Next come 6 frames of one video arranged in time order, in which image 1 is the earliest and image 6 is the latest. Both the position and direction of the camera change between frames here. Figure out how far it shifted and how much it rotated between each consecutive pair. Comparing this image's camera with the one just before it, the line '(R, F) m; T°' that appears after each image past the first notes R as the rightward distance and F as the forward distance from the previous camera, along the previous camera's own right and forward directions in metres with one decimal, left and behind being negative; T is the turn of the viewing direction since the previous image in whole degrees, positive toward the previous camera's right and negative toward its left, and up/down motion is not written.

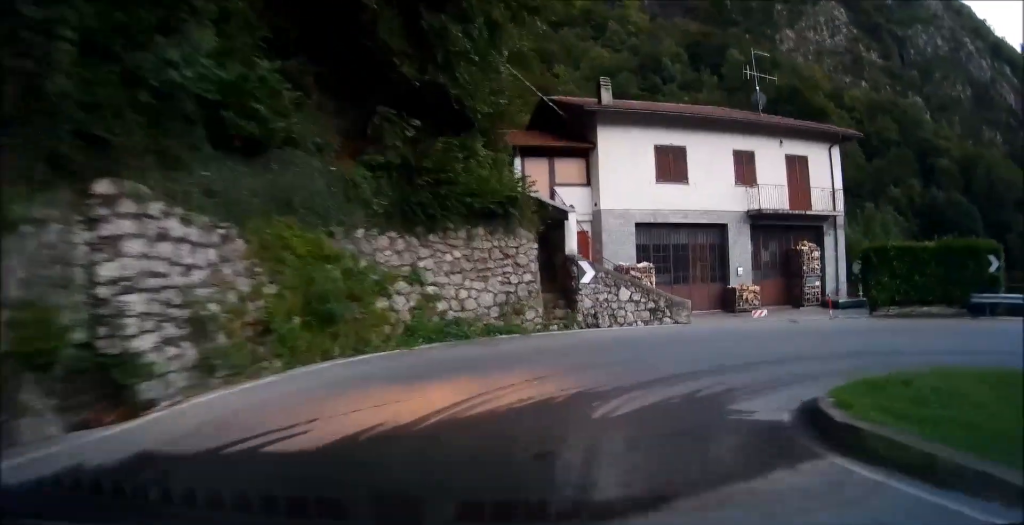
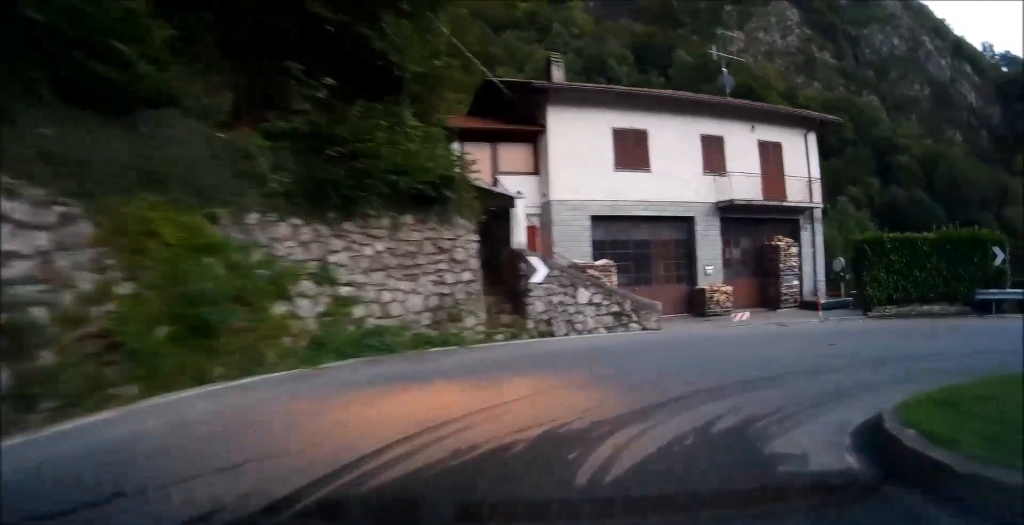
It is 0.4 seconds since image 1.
(+0.1, +4.3) m; +4°
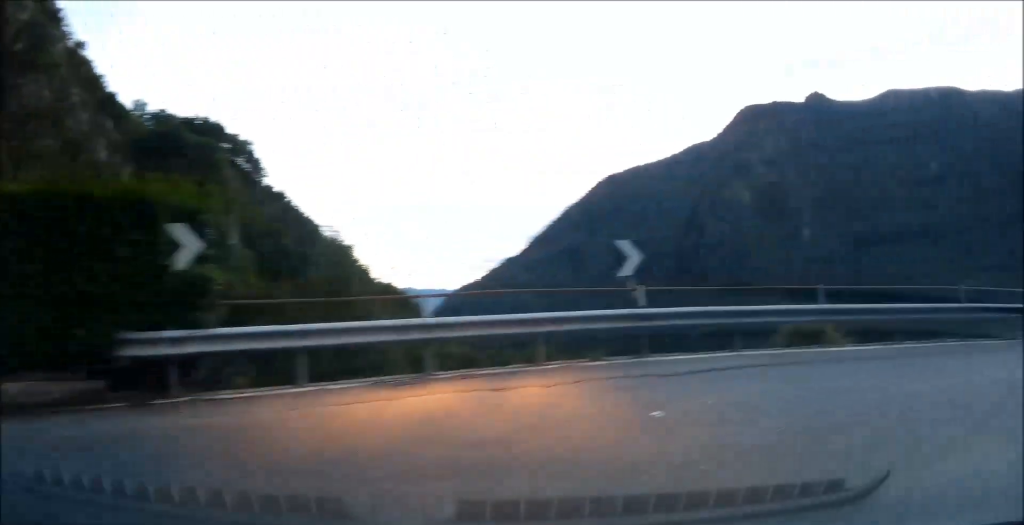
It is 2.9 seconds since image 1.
(+5.6, +22.8) m; +44°
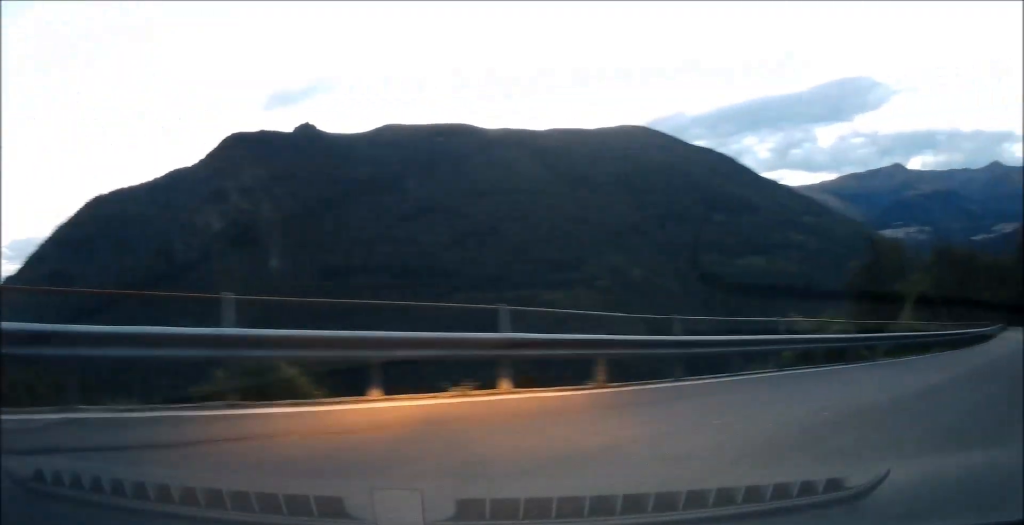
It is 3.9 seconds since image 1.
(+1.8, +3.5) m; +72°
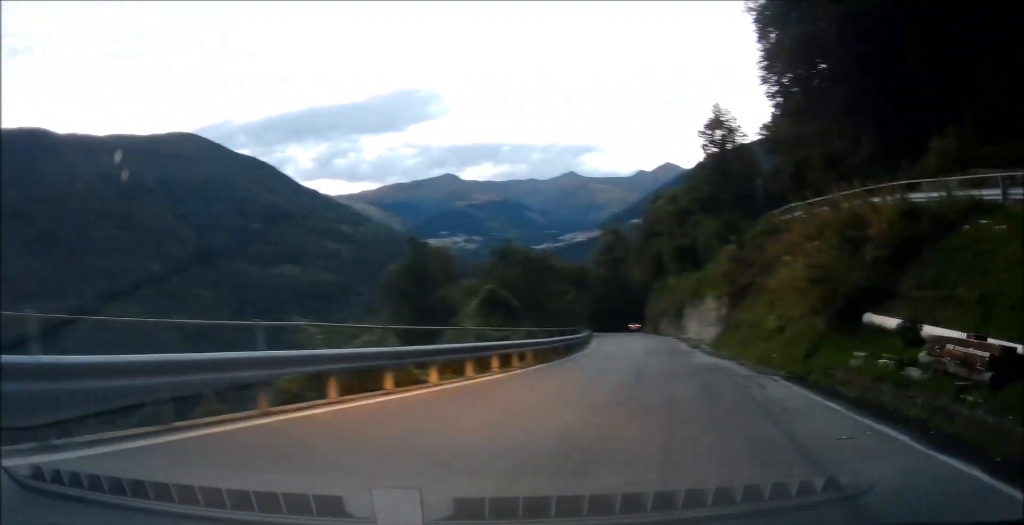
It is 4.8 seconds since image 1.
(+2.6, +3.5) m; +45°
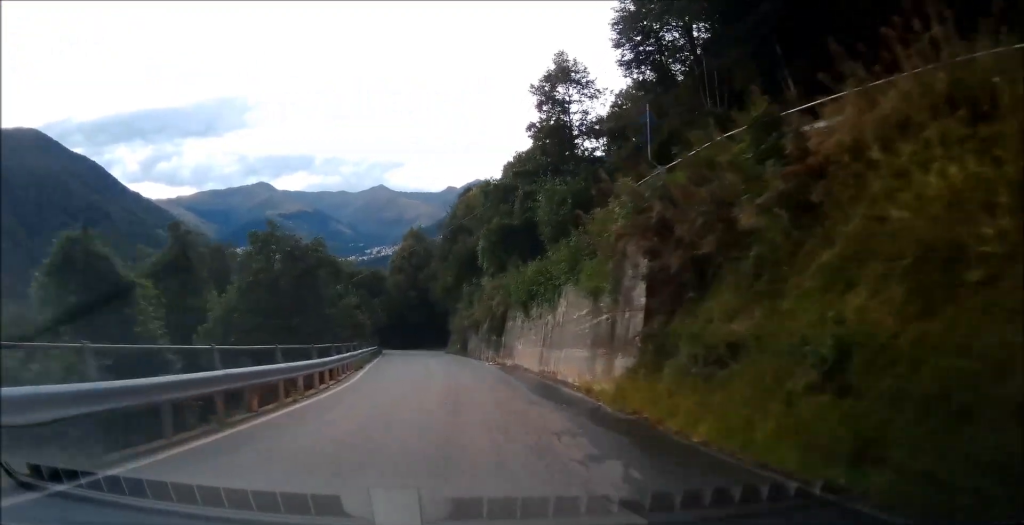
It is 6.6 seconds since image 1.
(+2.9, +10.8) m; +22°
